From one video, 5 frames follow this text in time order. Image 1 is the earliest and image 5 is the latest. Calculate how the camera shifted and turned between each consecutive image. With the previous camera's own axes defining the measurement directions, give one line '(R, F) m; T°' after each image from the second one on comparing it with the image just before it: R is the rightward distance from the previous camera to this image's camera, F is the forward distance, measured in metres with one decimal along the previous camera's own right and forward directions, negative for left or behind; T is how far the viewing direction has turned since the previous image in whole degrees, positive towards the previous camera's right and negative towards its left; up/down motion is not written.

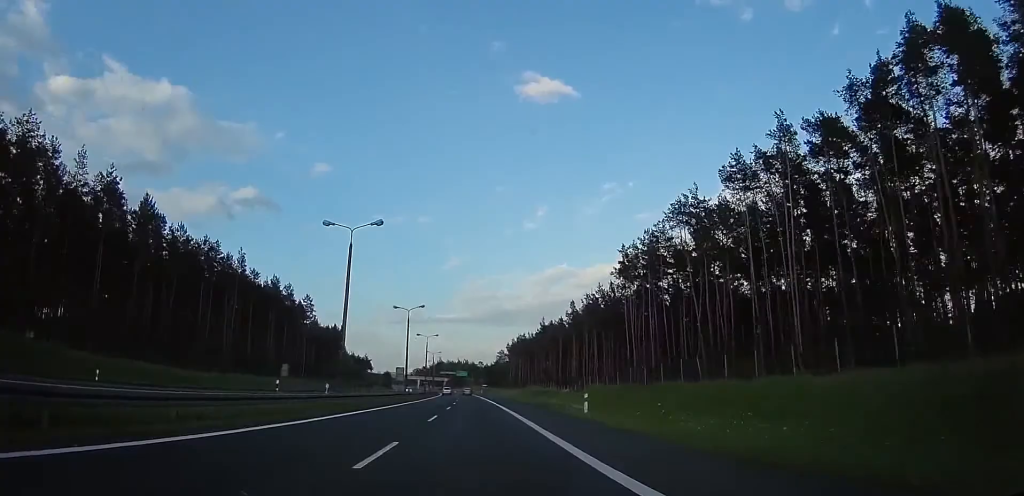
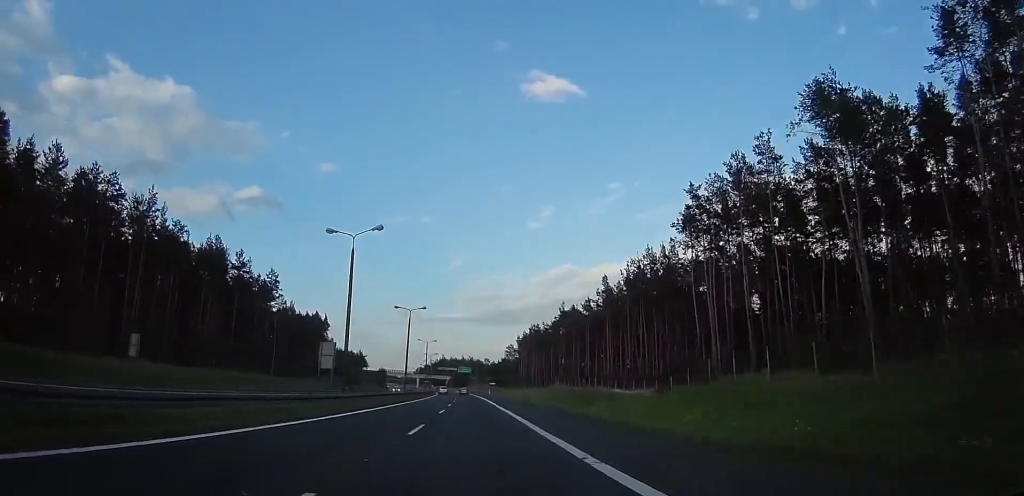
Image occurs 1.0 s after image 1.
(+1.1, +28.9) m; +2°
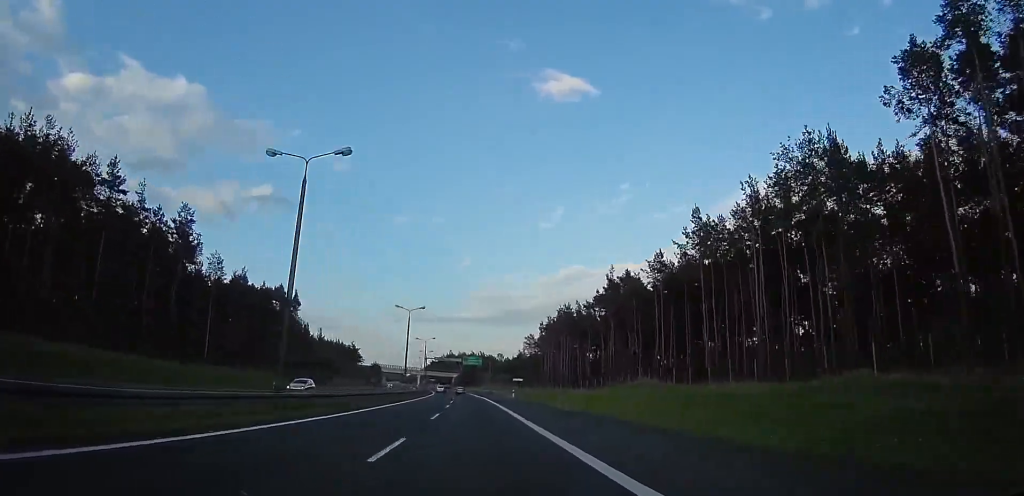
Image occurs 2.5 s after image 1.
(-1.3, +40.0) m; -2°
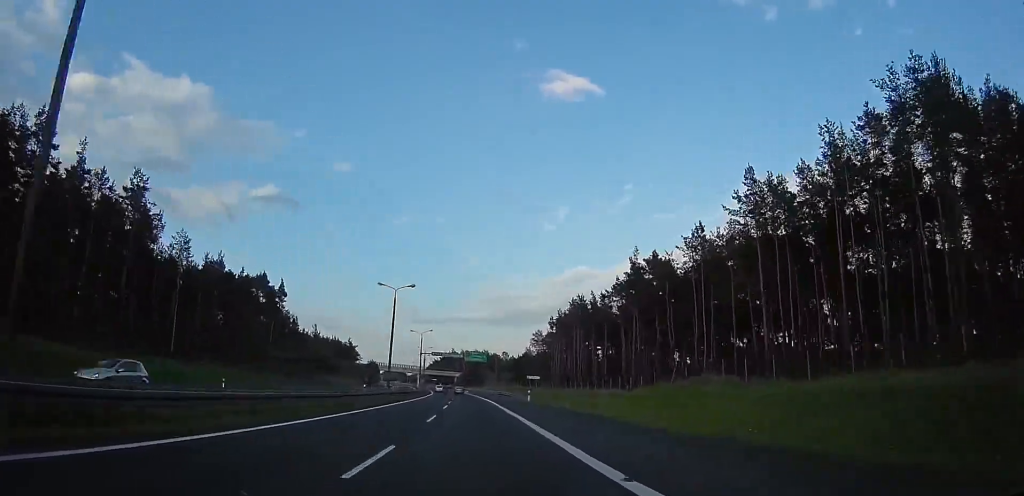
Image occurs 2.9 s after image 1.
(-0.6, +13.0) m; 0°
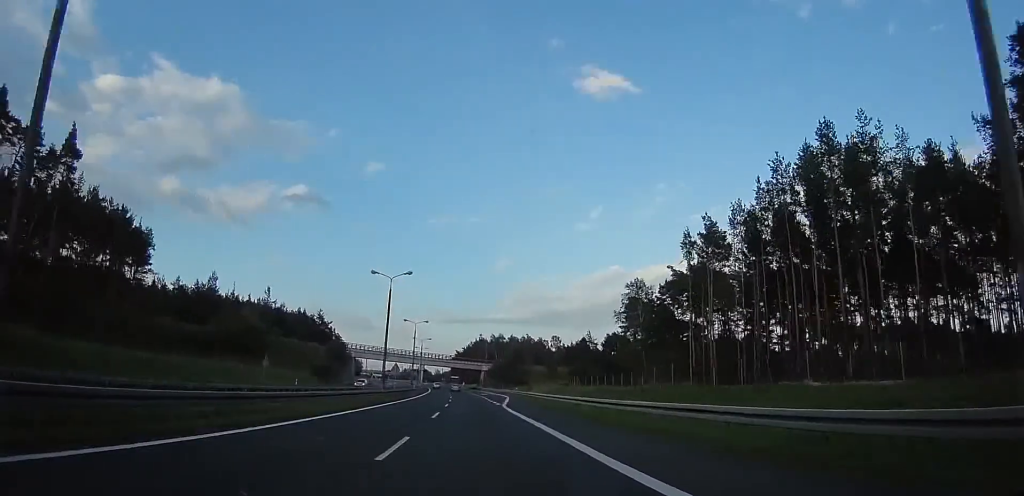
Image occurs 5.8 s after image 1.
(-1.8, +79.3) m; -4°
